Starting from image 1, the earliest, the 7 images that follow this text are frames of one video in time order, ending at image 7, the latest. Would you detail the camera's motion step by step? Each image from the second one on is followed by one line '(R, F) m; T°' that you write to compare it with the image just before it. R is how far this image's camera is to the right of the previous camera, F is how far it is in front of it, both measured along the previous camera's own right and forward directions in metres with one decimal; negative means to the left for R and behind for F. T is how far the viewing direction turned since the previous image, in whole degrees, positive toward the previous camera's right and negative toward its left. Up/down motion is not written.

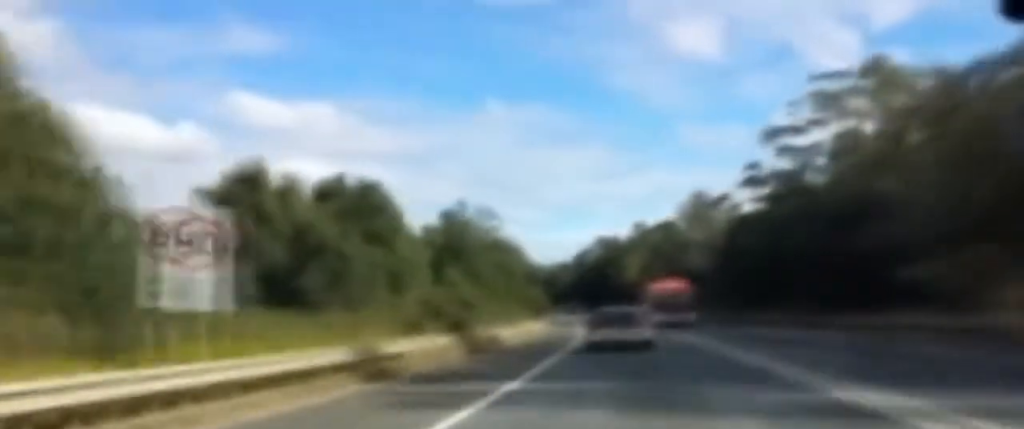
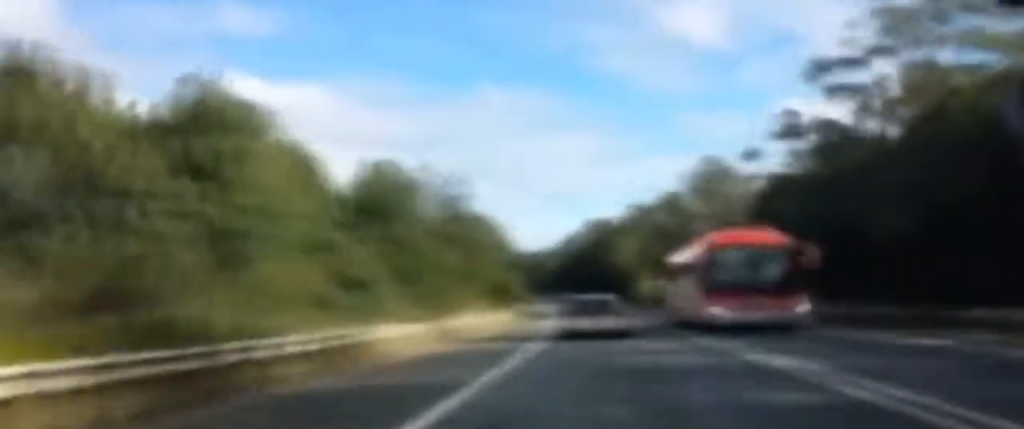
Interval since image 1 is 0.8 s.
(-0.2, +17.3) m; -1°
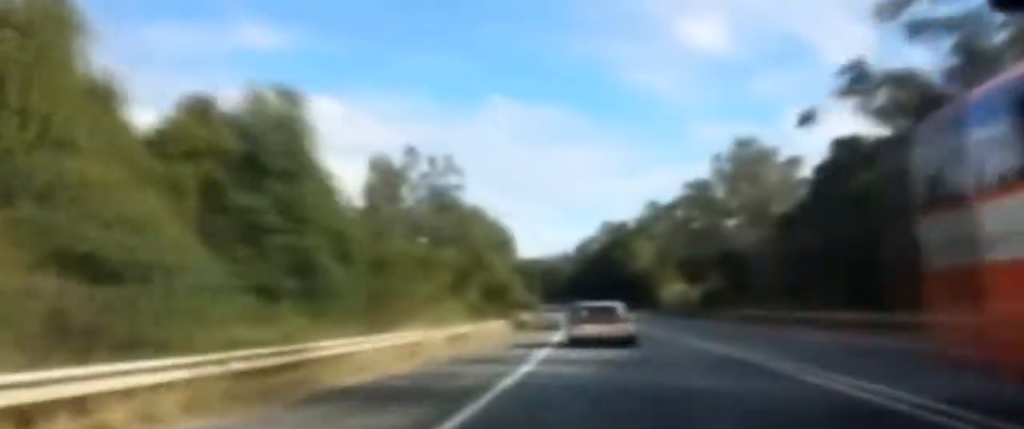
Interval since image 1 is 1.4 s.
(-0.1, +15.1) m; -1°
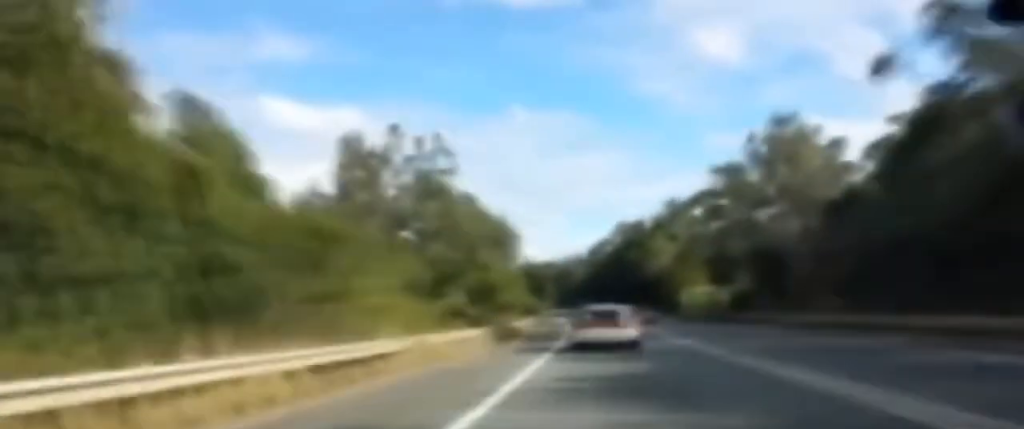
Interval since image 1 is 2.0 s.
(-0.1, +12.0) m; -2°
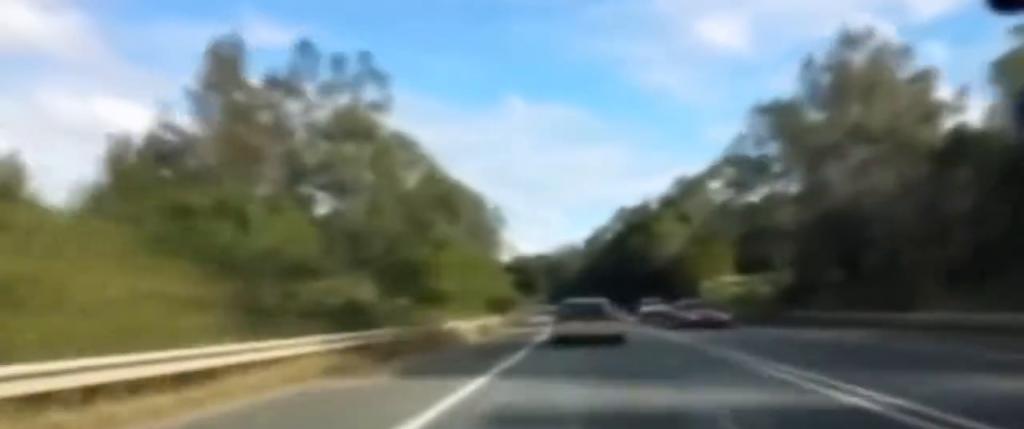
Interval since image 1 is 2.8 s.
(-0.5, +18.0) m; -2°
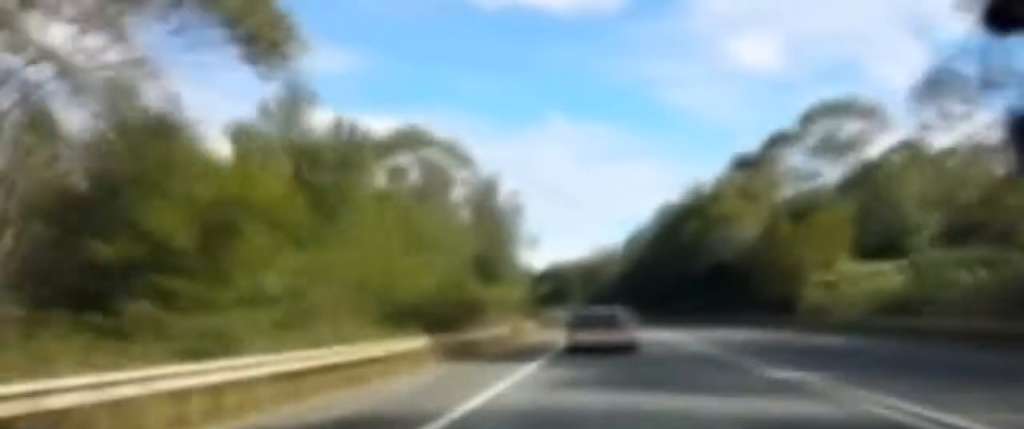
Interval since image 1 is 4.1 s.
(-0.4, +29.9) m; 0°
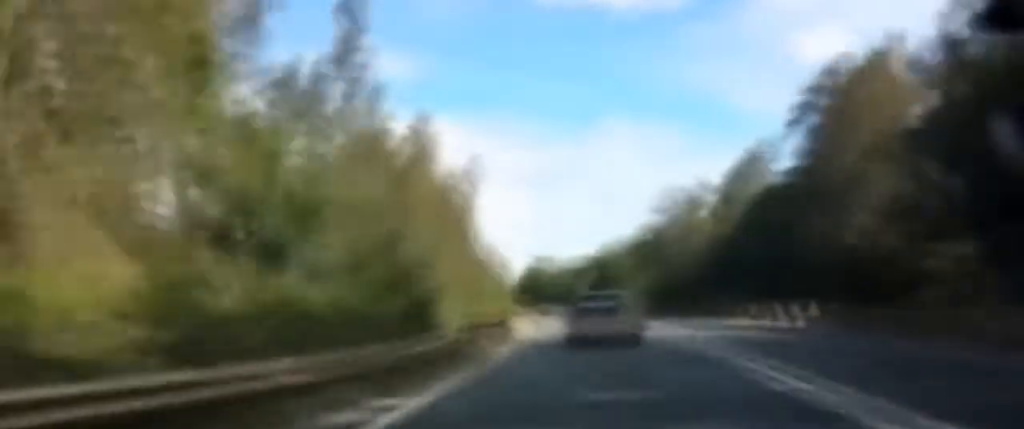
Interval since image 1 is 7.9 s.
(-2.4, +92.7) m; -3°
